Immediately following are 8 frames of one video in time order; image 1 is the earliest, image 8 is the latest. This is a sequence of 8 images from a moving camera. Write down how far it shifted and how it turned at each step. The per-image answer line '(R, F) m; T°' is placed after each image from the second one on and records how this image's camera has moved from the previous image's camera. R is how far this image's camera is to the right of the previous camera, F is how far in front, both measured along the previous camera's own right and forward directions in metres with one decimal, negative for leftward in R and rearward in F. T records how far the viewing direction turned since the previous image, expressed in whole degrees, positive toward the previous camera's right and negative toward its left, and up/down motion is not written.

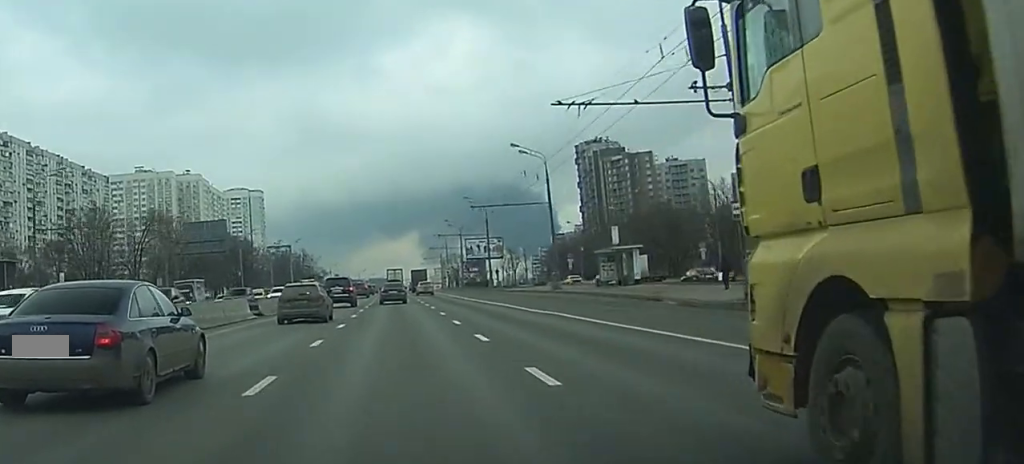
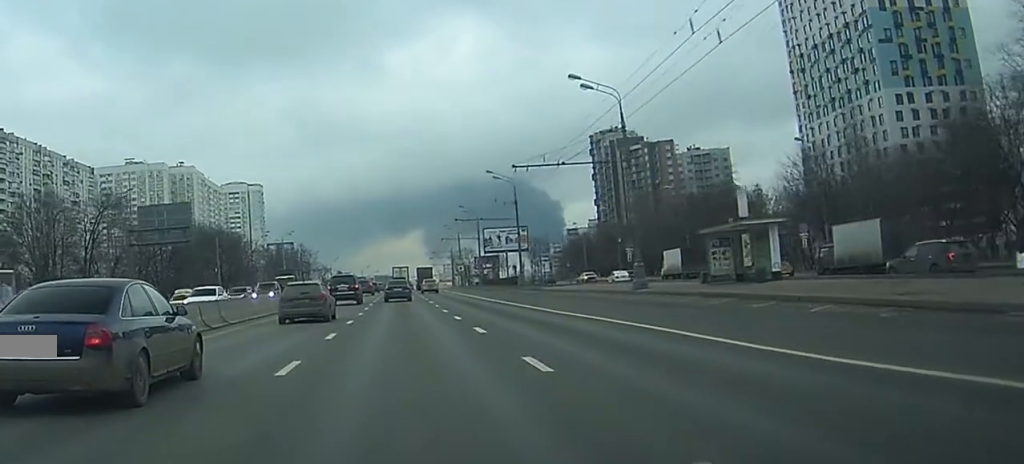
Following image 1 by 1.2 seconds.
(+0.1, +22.8) m; 0°
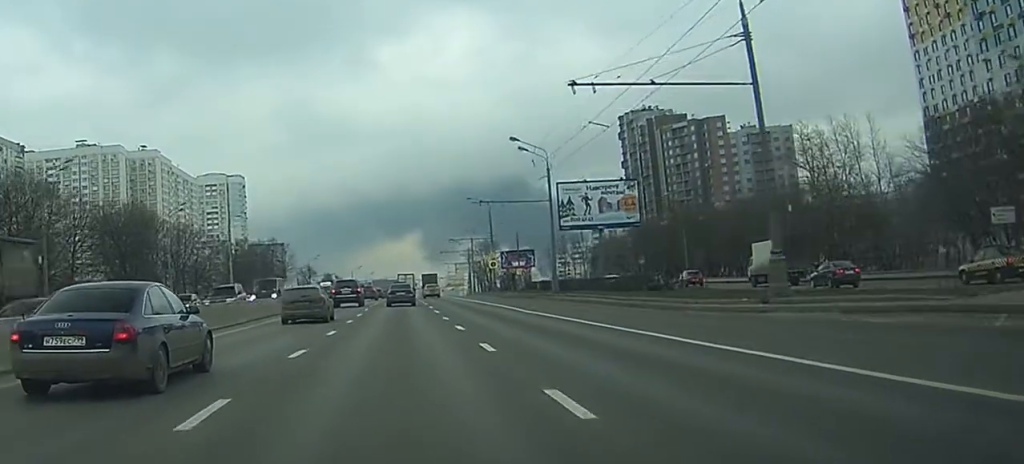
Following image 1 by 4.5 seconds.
(+0.5, +61.2) m; 0°
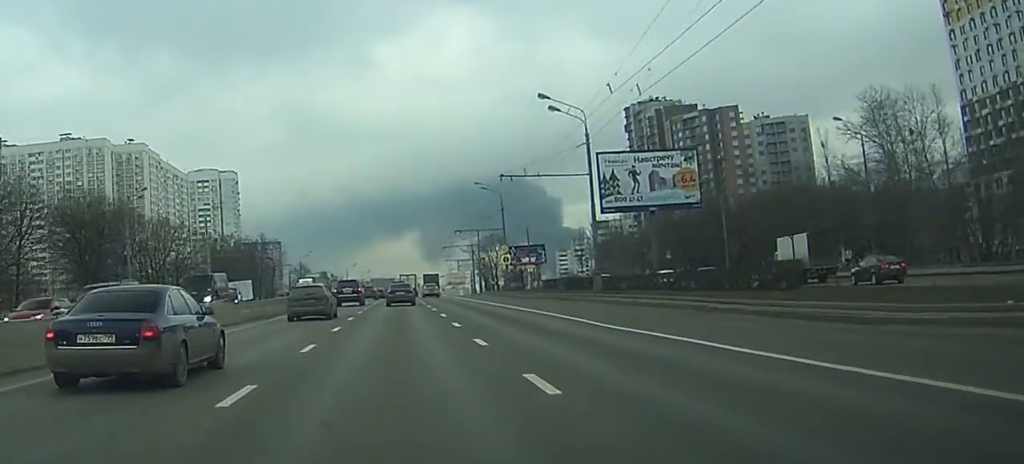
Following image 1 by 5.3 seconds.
(0.0, +14.5) m; -1°
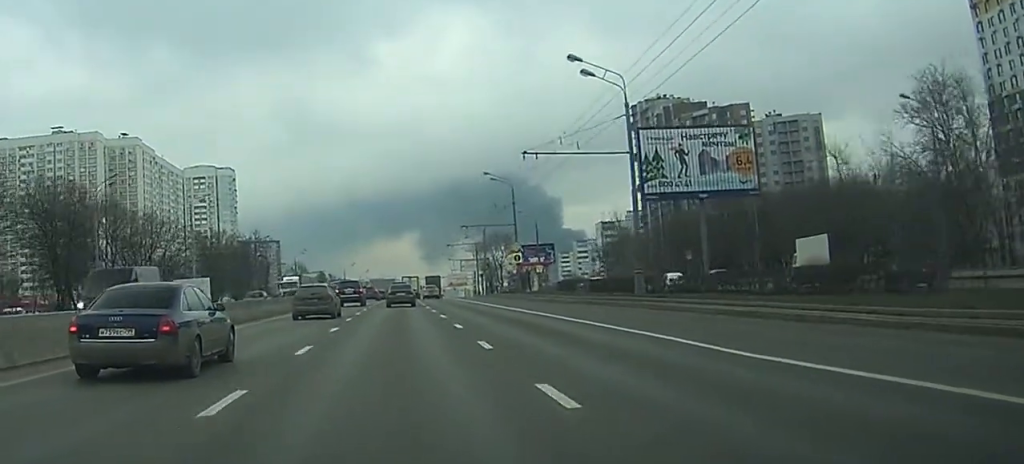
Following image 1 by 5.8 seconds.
(-0.1, +8.9) m; -1°
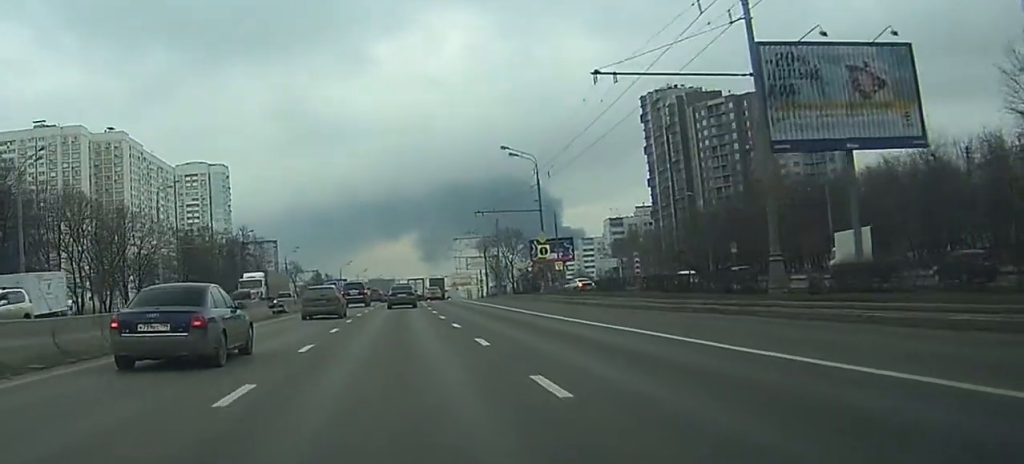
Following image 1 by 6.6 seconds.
(-0.1, +15.2) m; 0°
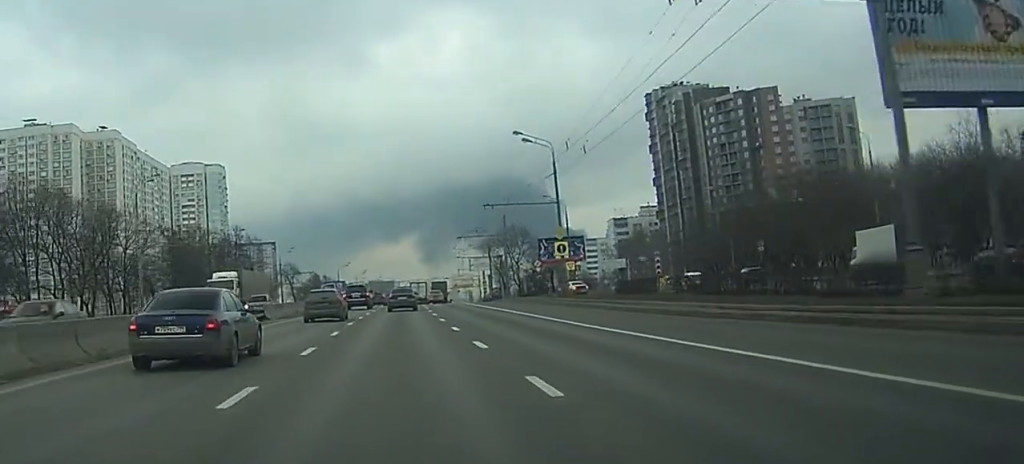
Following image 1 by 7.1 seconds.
(-0.1, +7.6) m; 0°
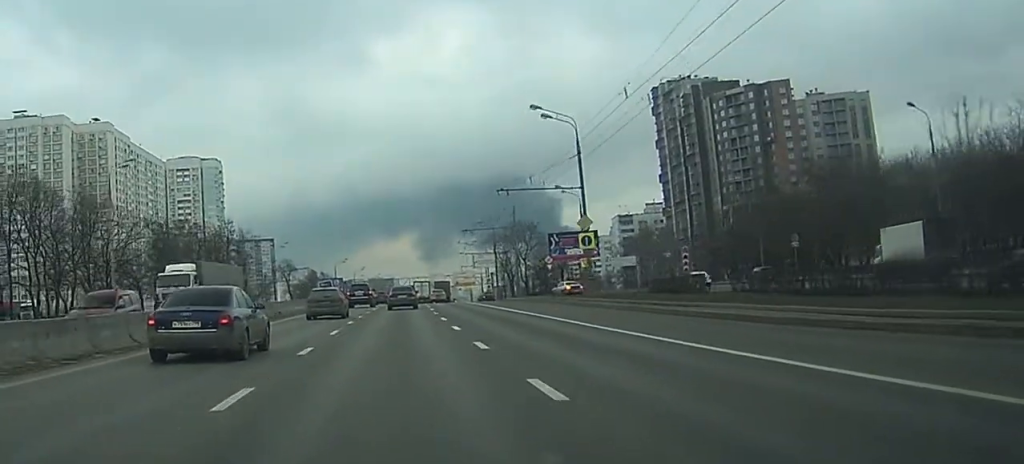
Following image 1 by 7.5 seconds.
(+0.1, +8.1) m; 0°
